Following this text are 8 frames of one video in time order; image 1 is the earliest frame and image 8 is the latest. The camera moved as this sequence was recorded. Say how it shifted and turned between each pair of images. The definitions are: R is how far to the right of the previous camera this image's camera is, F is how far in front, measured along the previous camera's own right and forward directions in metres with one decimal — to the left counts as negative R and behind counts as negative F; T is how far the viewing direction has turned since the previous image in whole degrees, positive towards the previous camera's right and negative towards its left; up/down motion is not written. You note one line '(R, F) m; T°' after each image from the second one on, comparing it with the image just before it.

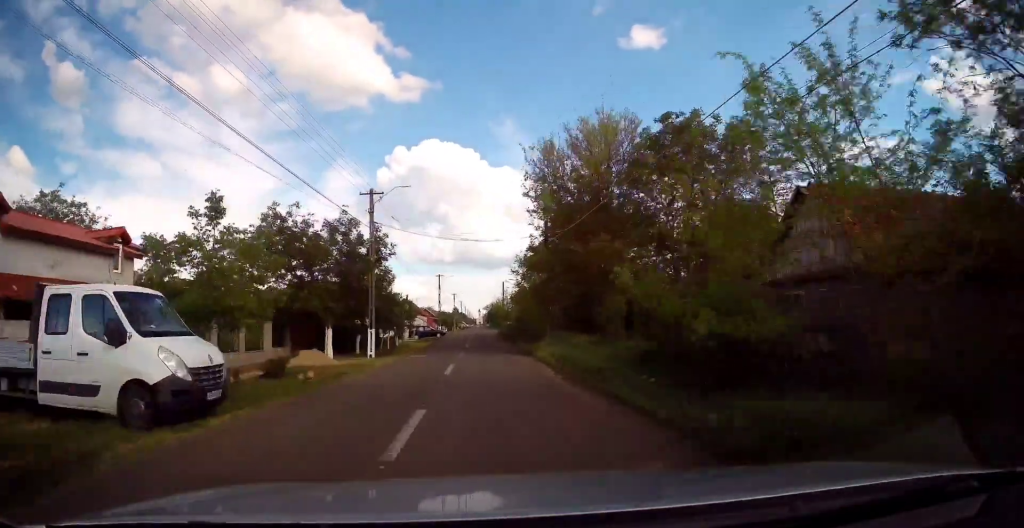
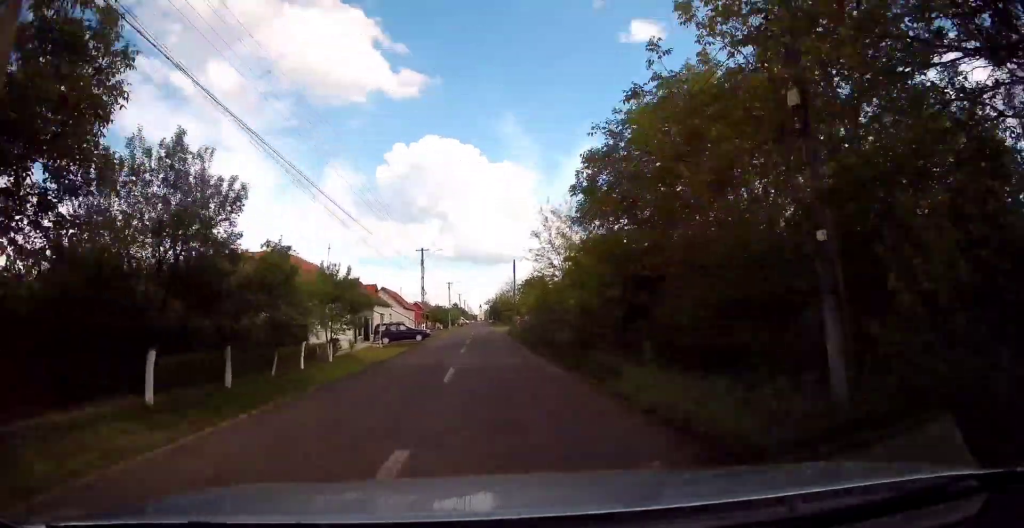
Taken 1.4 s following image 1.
(-0.3, +20.3) m; -1°
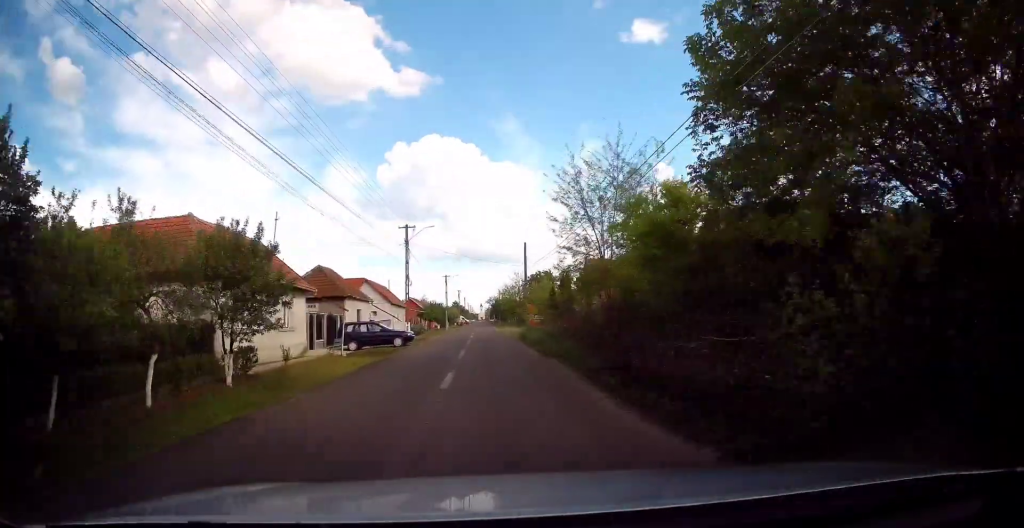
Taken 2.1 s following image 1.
(-0.1, +10.3) m; +1°
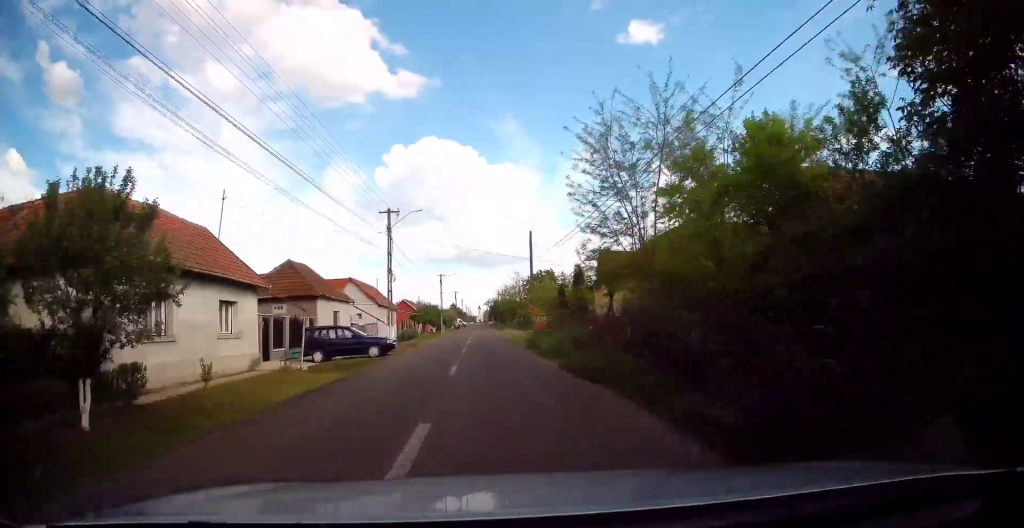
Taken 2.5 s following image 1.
(+0.1, +5.9) m; 0°
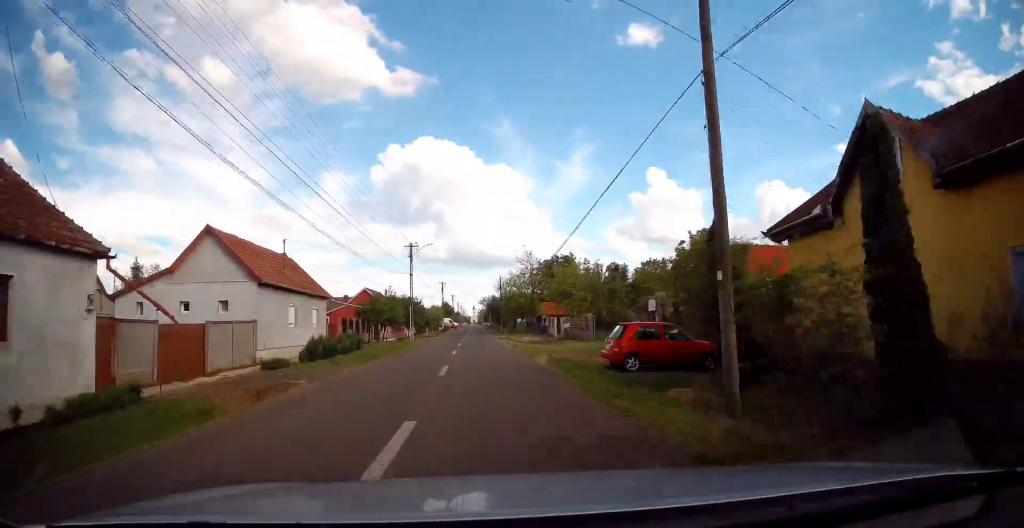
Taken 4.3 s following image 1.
(-0.1, +26.2) m; 0°
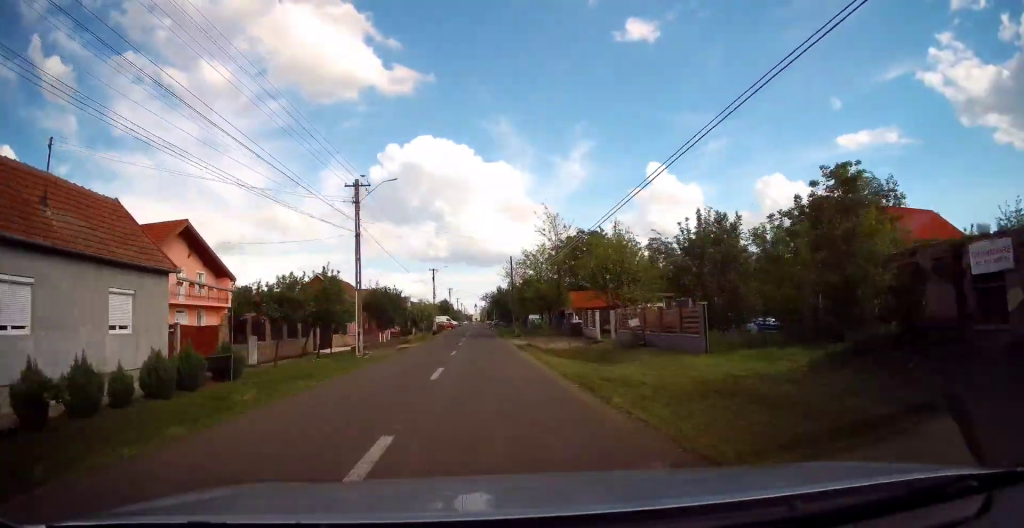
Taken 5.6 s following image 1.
(+0.2, +18.8) m; -1°
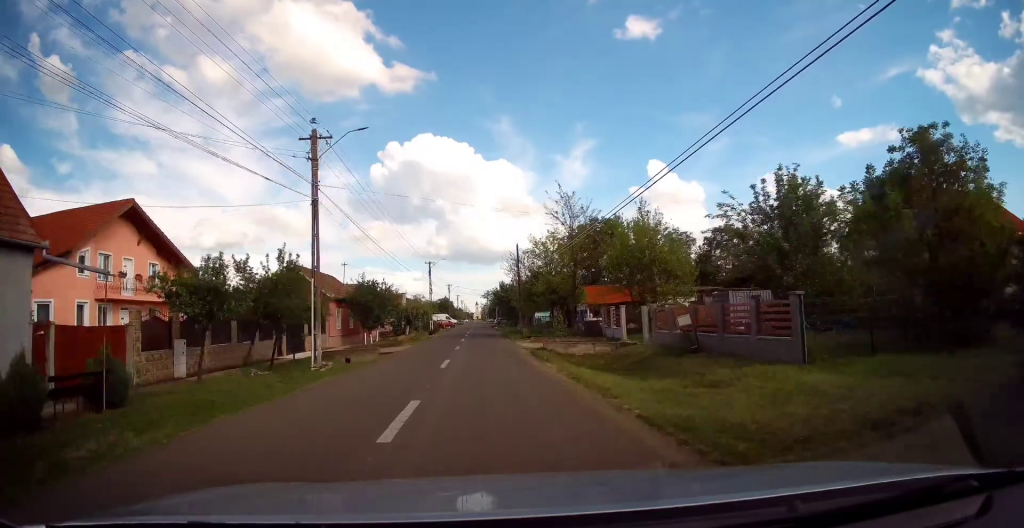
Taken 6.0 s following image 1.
(-0.1, +6.2) m; -1°
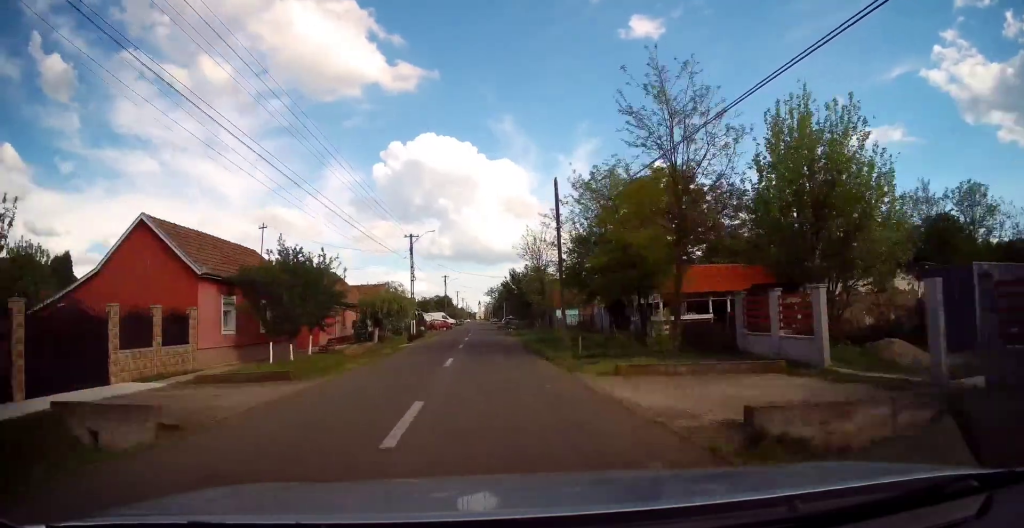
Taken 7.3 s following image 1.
(-0.1, +18.1) m; 0°
